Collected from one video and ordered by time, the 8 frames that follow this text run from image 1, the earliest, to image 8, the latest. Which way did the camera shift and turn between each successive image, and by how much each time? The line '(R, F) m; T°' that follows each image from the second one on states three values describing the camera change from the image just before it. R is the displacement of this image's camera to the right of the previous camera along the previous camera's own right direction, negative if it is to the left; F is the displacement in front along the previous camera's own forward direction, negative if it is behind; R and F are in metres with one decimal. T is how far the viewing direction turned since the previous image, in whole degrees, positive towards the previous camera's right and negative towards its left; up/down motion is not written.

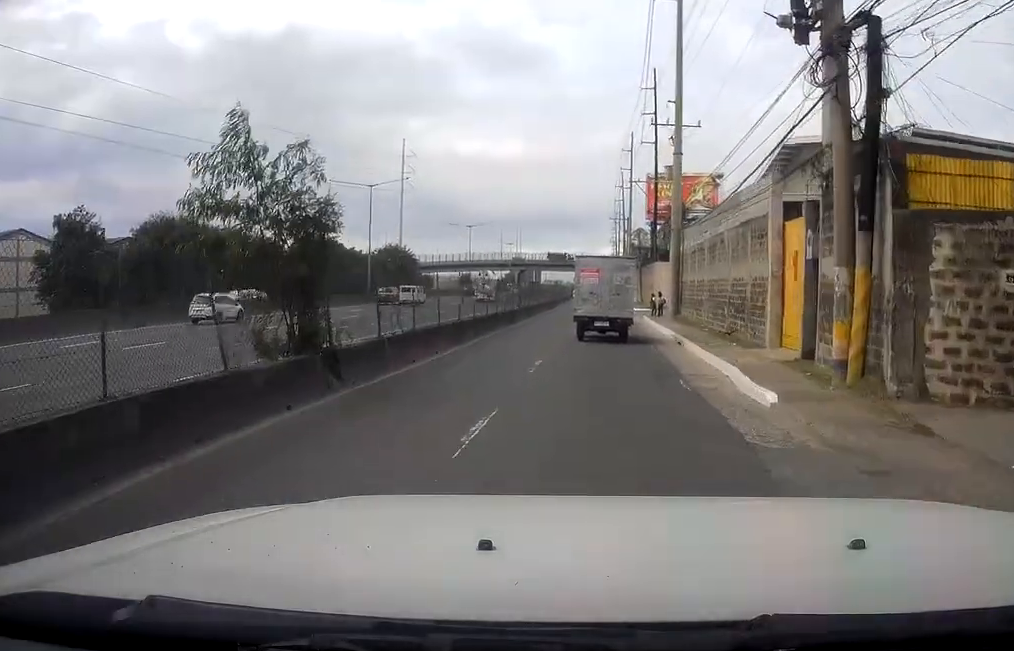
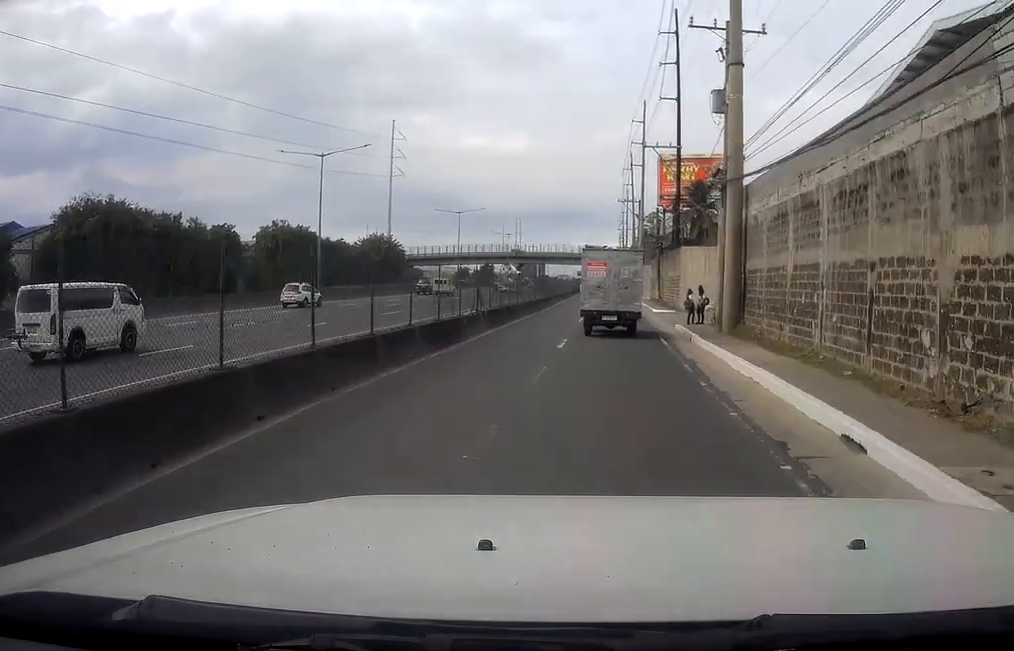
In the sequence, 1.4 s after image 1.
(-0.1, +16.4) m; 0°
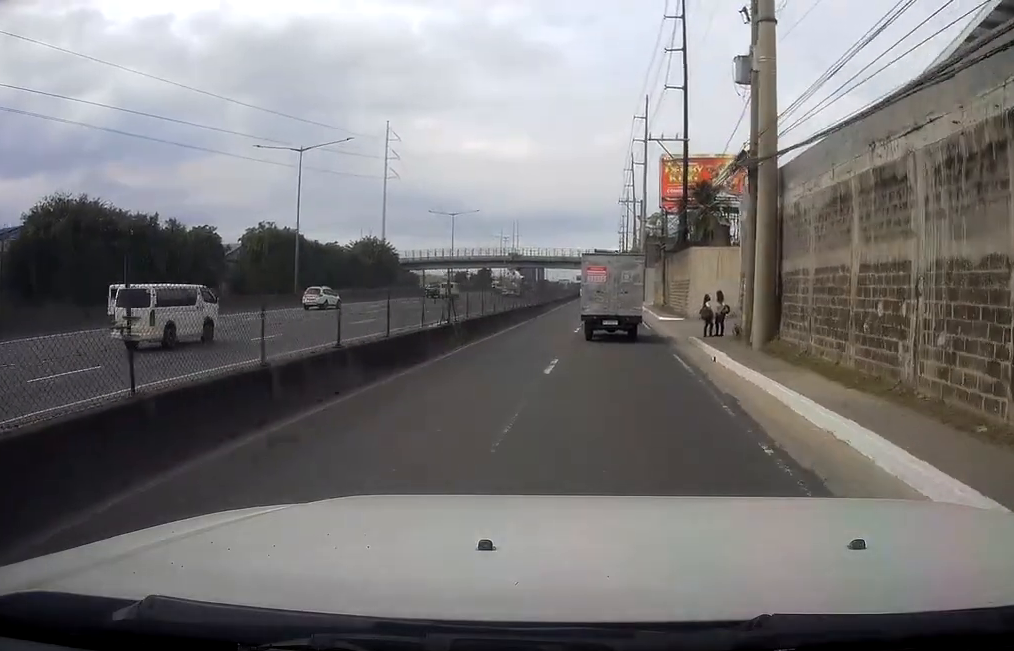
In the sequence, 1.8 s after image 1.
(0.0, +5.1) m; 0°
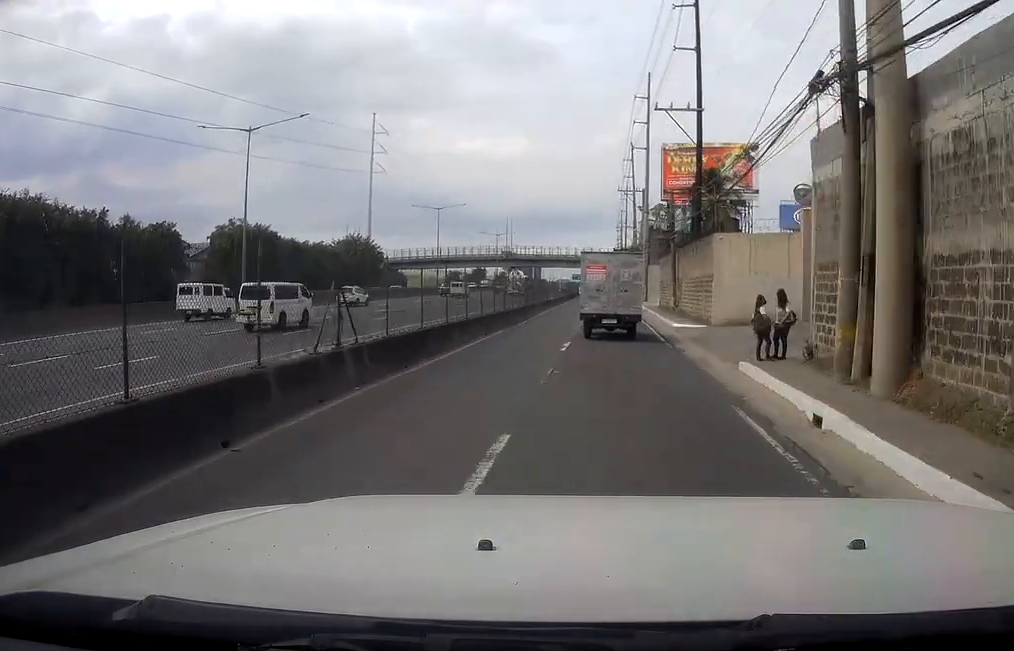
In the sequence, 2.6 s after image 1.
(0.0, +9.4) m; 0°
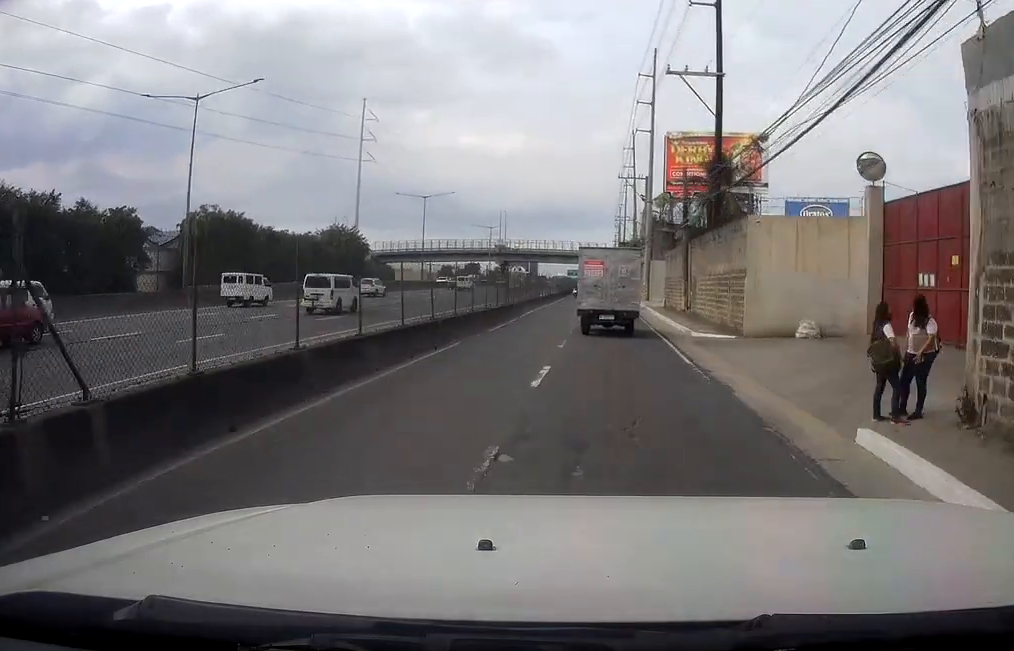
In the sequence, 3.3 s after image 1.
(0.0, +7.8) m; 0°
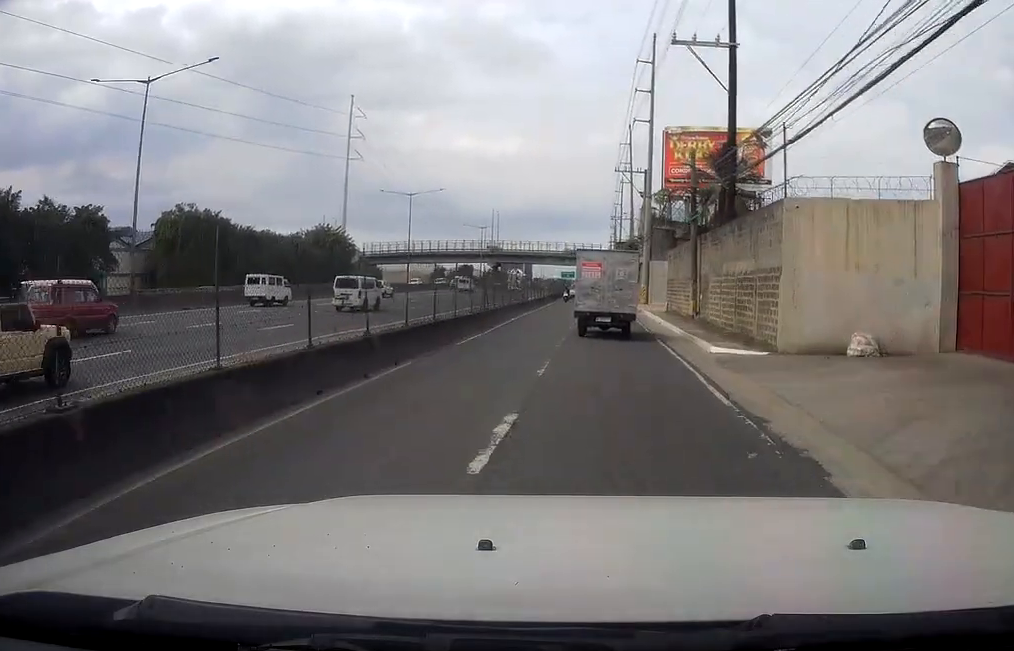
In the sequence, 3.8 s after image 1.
(0.0, +5.4) m; 0°
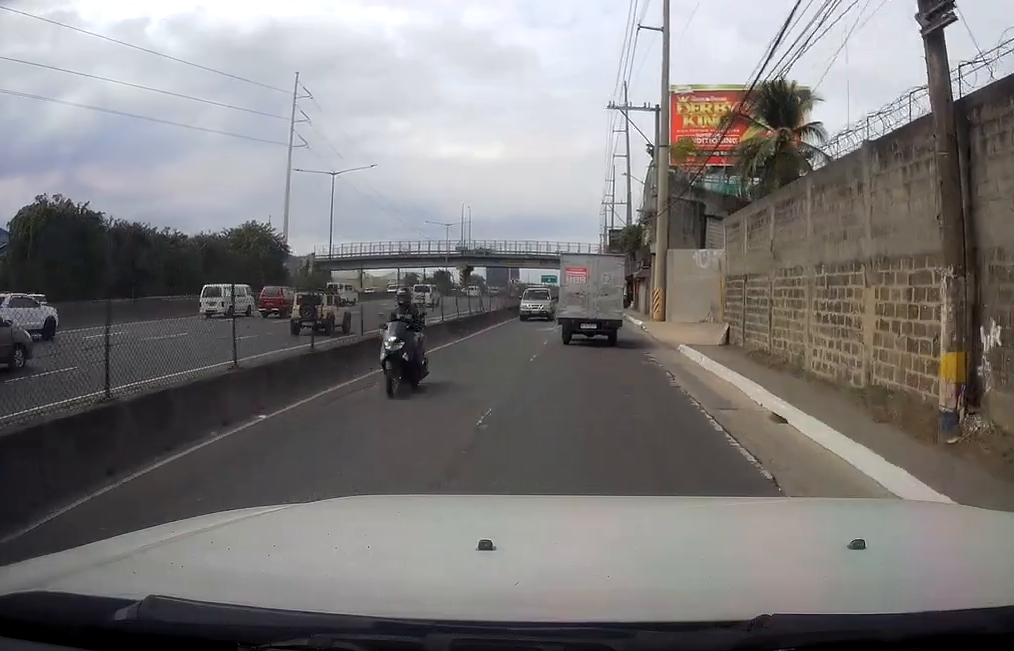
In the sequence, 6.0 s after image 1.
(+0.1, +26.2) m; 0°
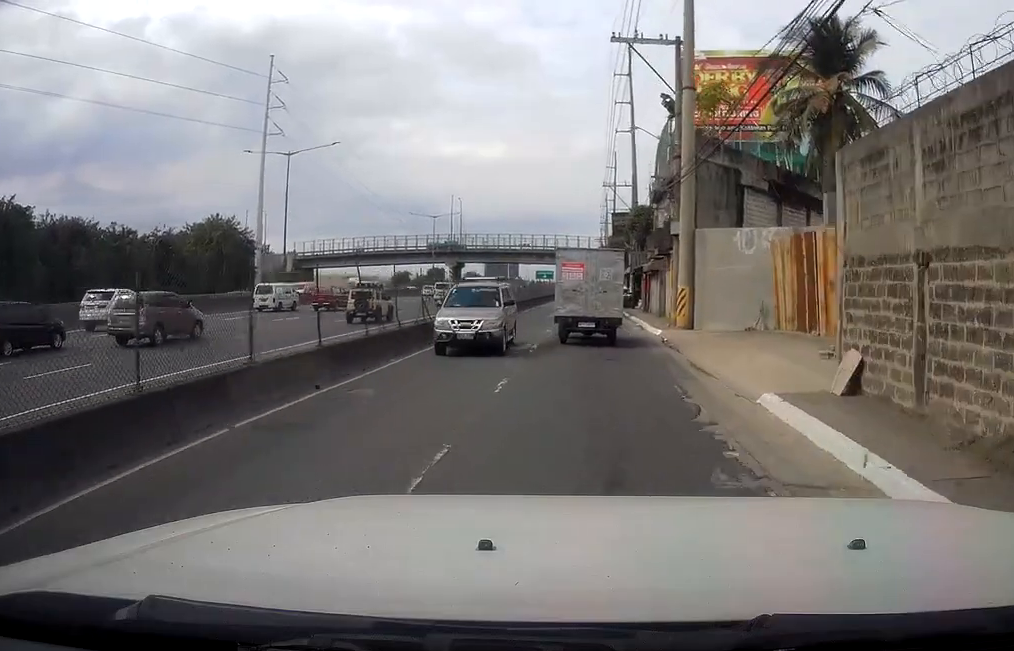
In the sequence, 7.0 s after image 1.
(-0.1, +11.4) m; -1°
